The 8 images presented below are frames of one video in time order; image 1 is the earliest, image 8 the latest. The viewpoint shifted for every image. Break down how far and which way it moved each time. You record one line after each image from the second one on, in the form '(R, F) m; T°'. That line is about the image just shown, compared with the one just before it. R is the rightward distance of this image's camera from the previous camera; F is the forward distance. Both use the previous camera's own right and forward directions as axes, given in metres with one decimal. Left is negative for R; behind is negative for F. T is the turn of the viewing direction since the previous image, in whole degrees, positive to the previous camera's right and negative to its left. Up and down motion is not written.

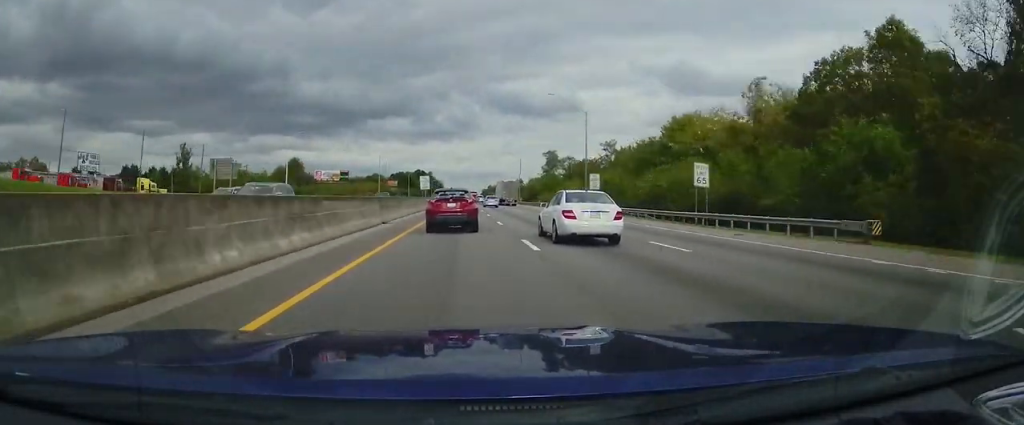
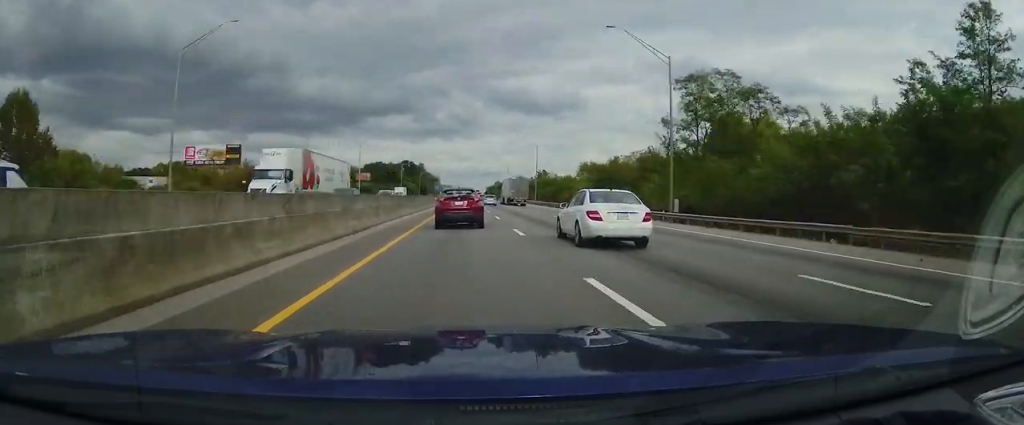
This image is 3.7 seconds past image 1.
(-0.1, +108.8) m; 0°
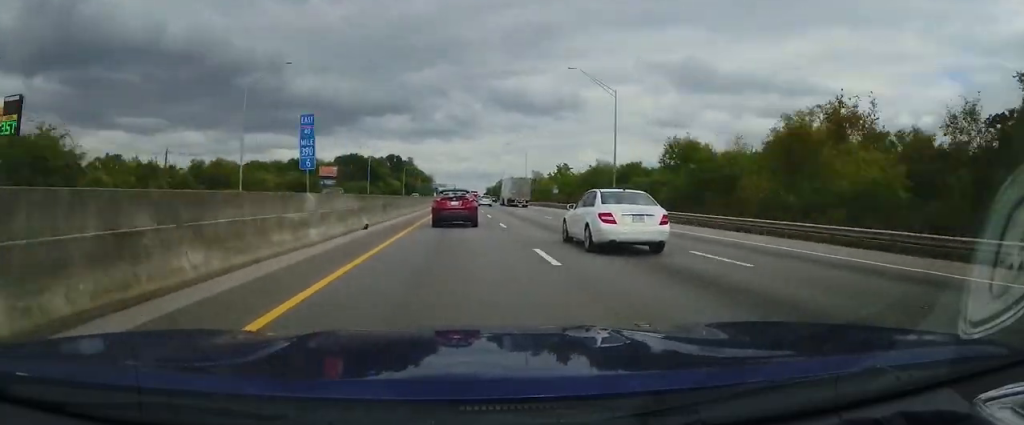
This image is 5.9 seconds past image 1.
(-0.2, +64.2) m; 0°
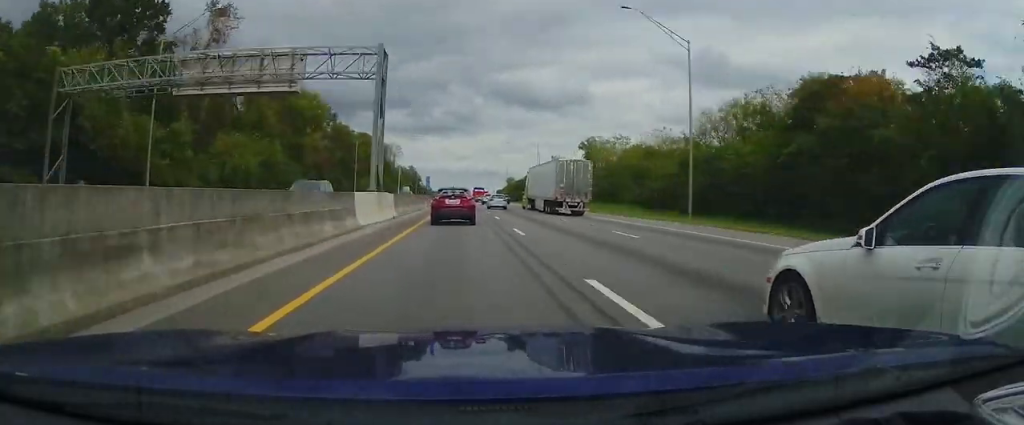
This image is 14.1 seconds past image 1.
(-0.4, +259.5) m; 0°
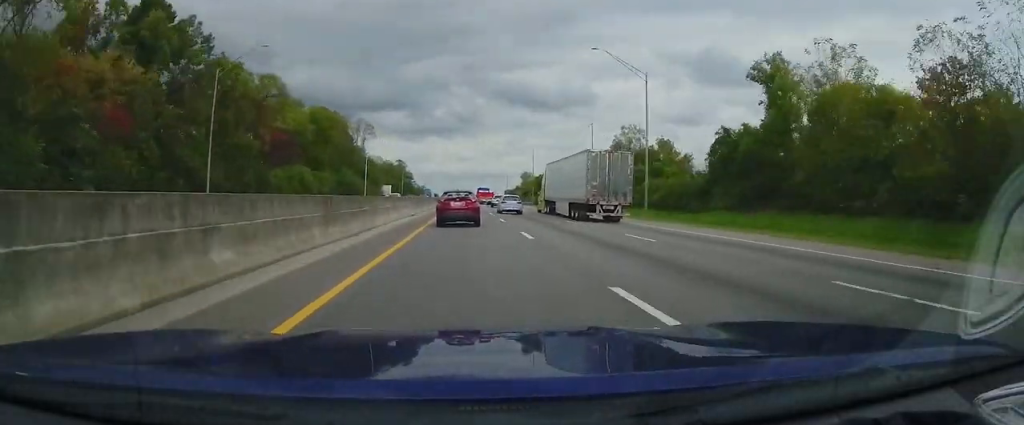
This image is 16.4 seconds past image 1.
(-0.1, +72.3) m; 0°
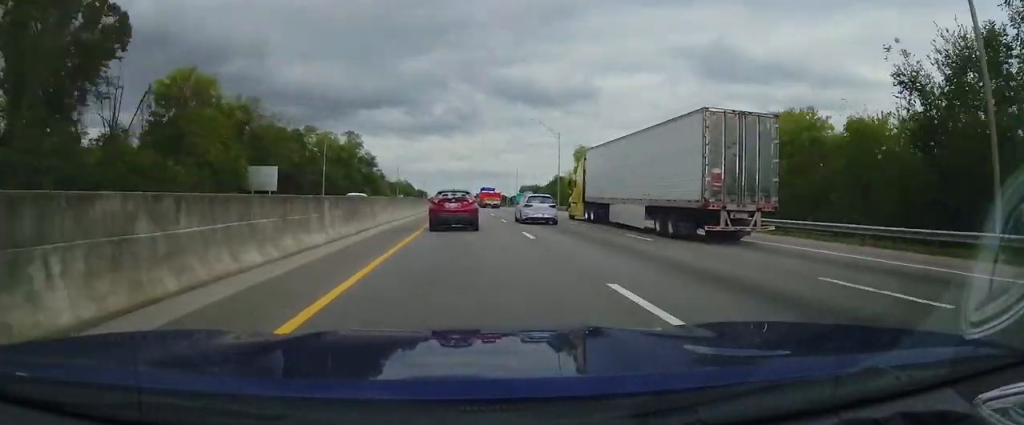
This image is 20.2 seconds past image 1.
(+0.4, +119.3) m; +1°
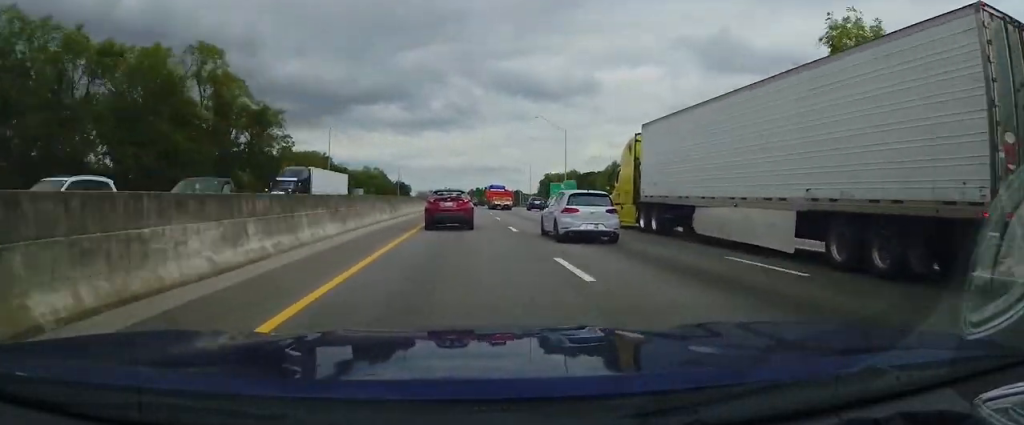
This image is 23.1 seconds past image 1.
(+0.8, +94.5) m; +1°
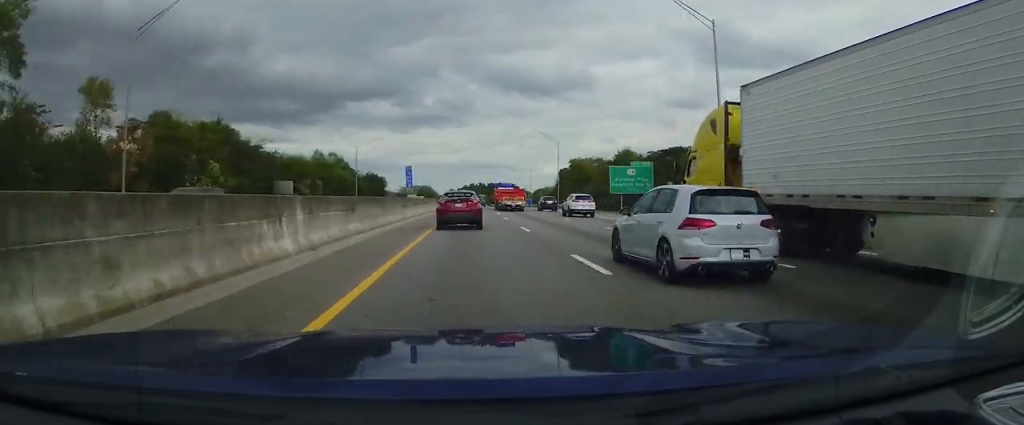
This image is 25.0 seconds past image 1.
(+0.4, +60.6) m; +1°
